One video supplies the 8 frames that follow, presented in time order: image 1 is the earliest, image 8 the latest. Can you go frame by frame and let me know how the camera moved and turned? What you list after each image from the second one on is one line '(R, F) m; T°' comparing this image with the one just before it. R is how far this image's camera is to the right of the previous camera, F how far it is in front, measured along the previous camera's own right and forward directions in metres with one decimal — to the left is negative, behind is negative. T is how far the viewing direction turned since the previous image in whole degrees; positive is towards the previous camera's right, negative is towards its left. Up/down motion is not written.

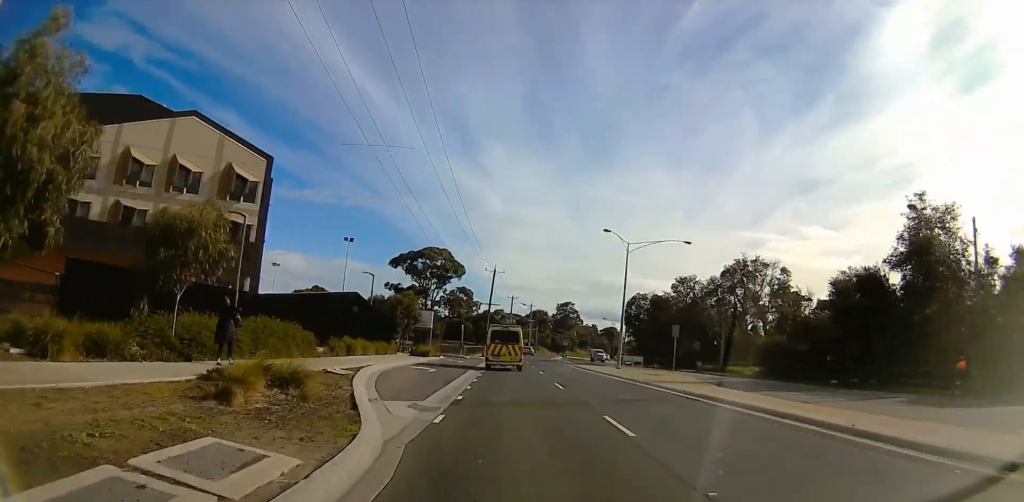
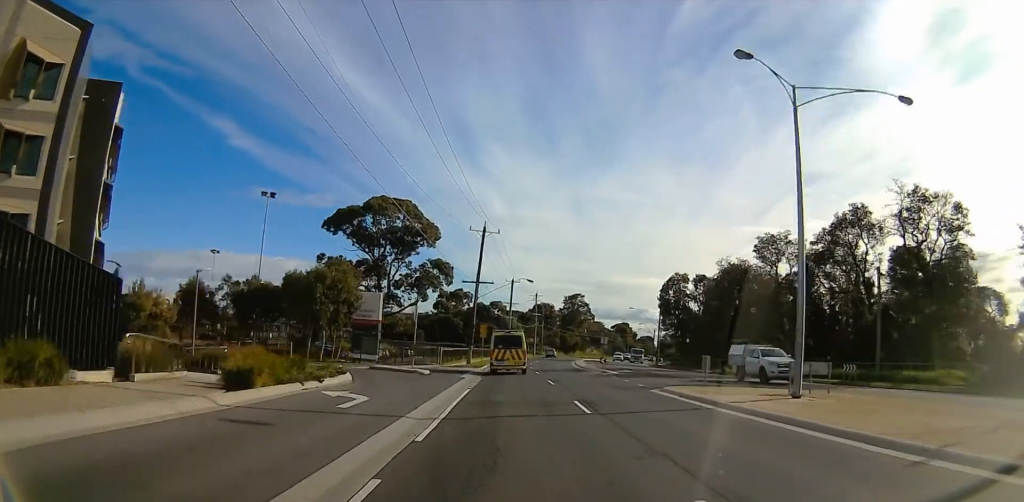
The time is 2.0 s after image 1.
(-0.4, +29.6) m; -8°
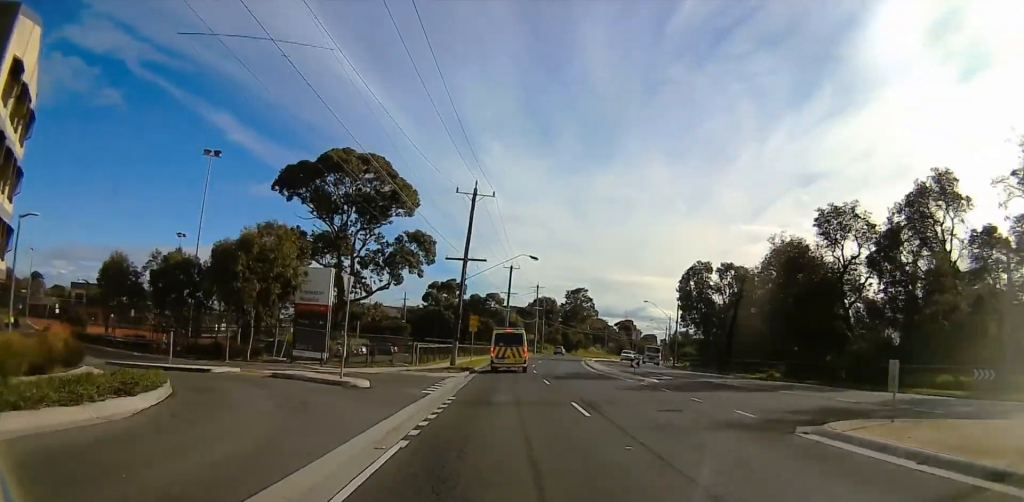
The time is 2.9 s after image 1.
(-1.2, +11.4) m; +4°
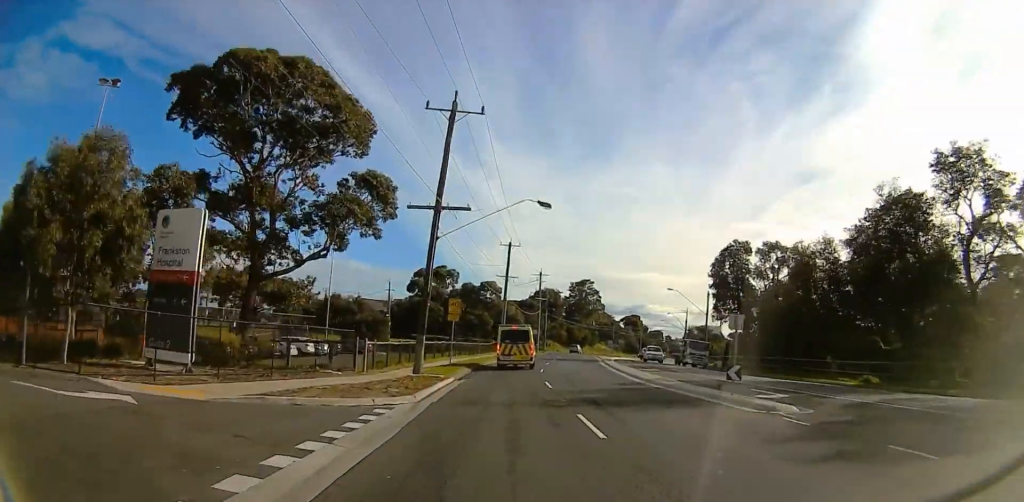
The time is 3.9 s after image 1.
(+1.5, +10.5) m; +14°
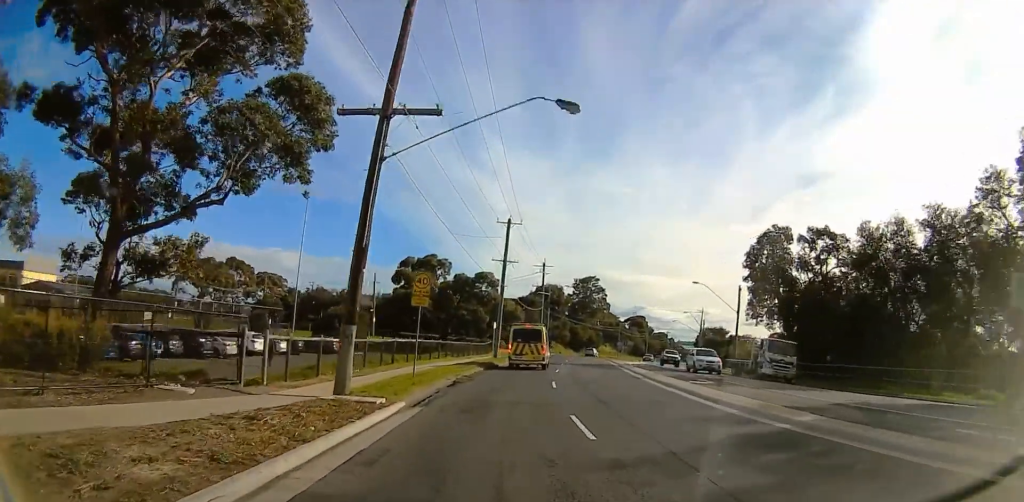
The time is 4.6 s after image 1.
(+2.1, +8.6) m; 0°
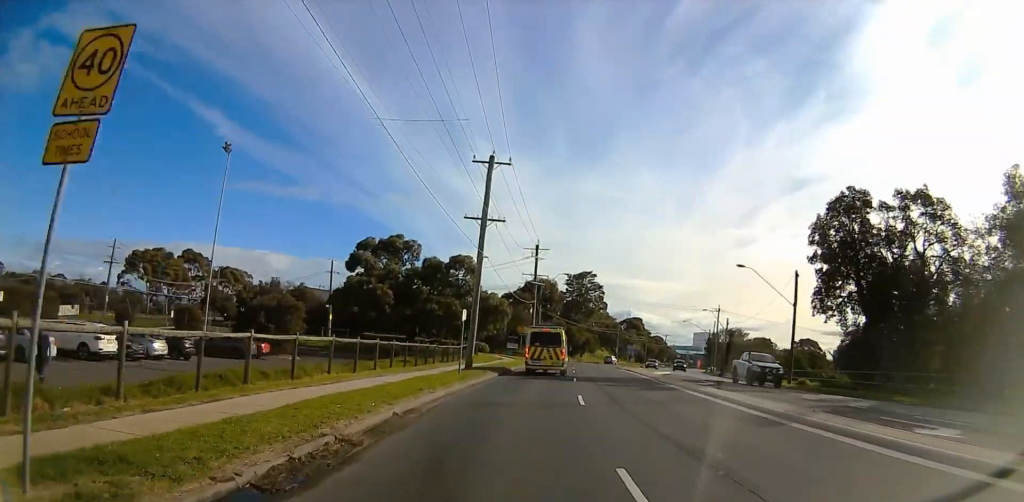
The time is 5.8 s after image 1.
(-4.4, +17.2) m; -14°
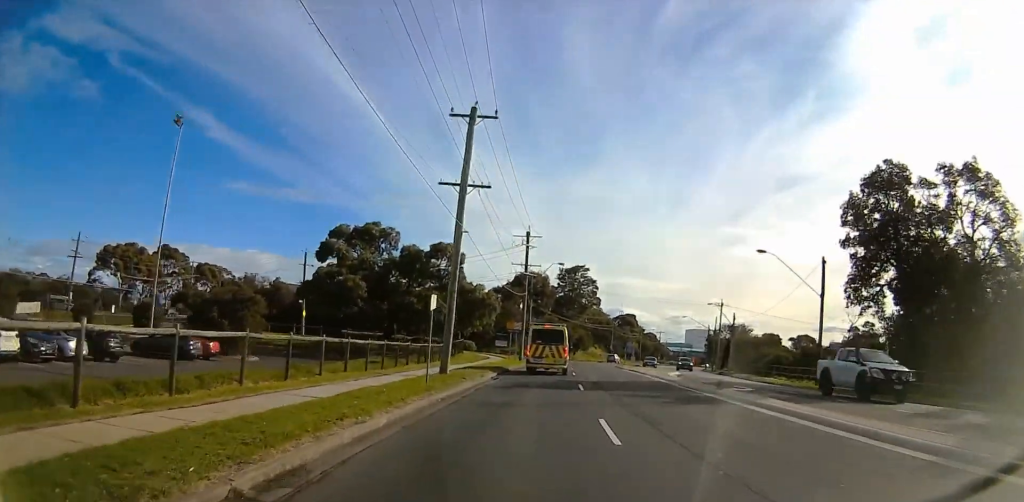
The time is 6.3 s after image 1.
(0.0, +7.3) m; 0°
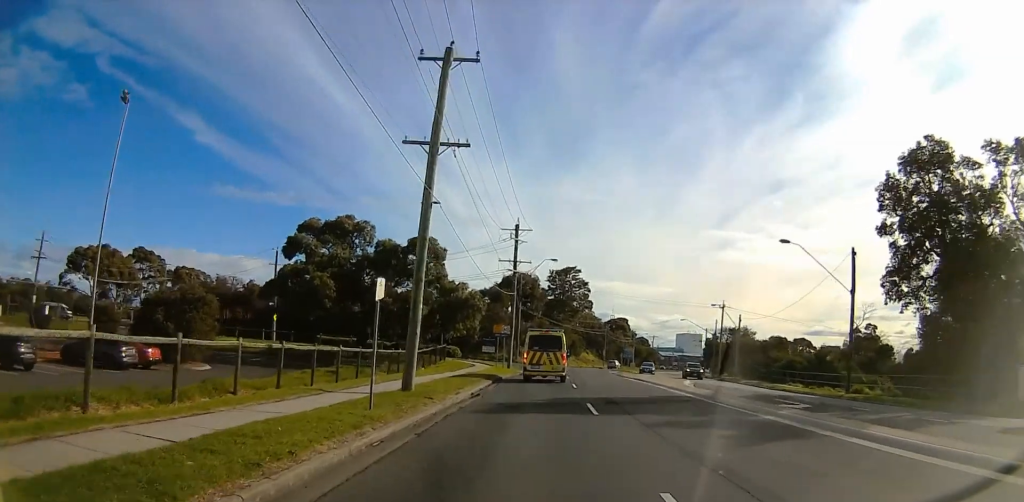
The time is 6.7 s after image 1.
(0.0, +6.8) m; 0°
